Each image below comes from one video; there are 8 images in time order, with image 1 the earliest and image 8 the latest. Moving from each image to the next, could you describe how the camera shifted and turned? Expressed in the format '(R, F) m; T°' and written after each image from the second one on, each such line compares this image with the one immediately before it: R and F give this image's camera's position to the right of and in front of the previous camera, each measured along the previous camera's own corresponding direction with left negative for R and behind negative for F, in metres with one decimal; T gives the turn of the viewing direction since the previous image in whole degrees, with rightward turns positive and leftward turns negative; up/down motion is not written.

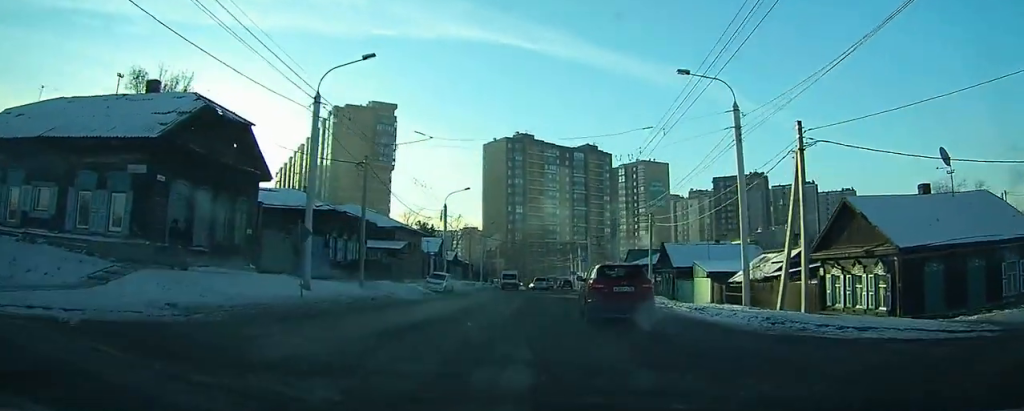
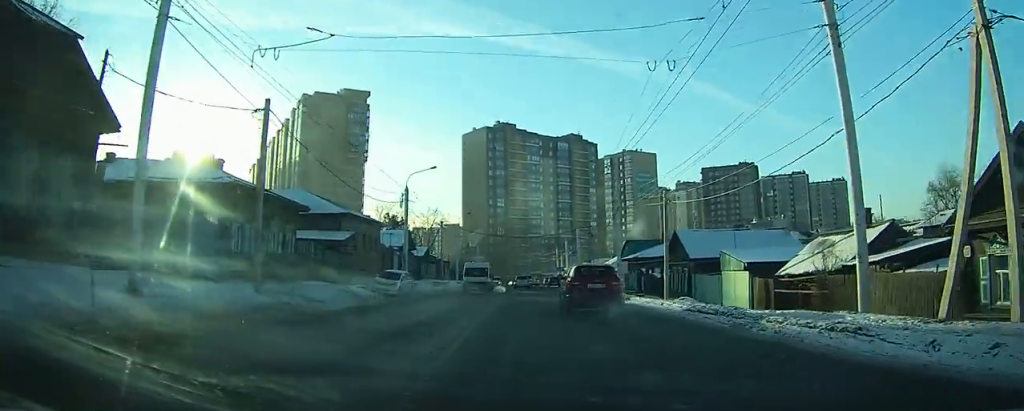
(+0.4, +12.2) m; 0°
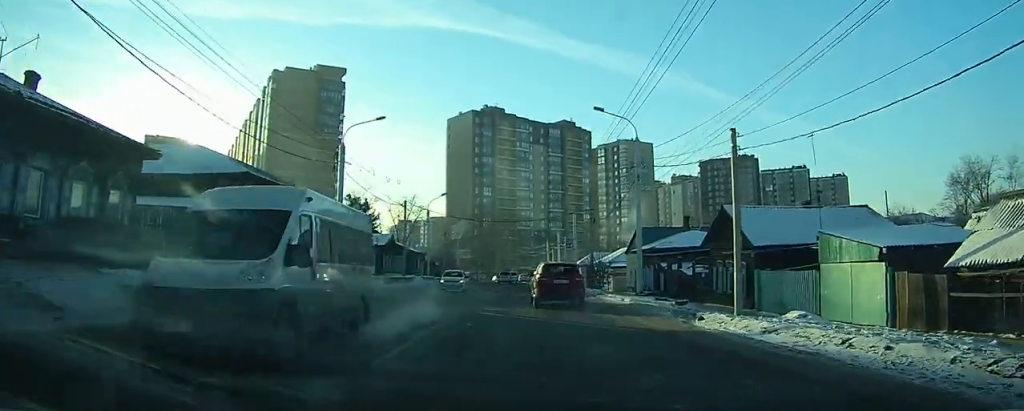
(-0.2, +14.2) m; -1°
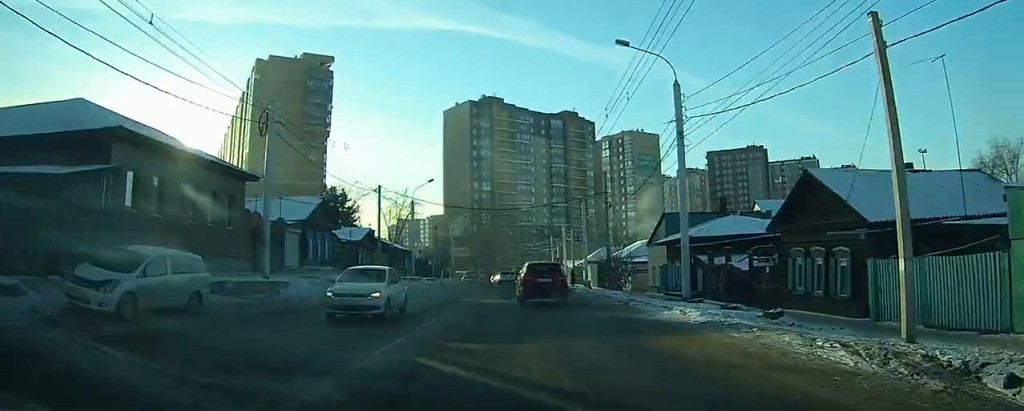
(0.0, +9.5) m; 0°
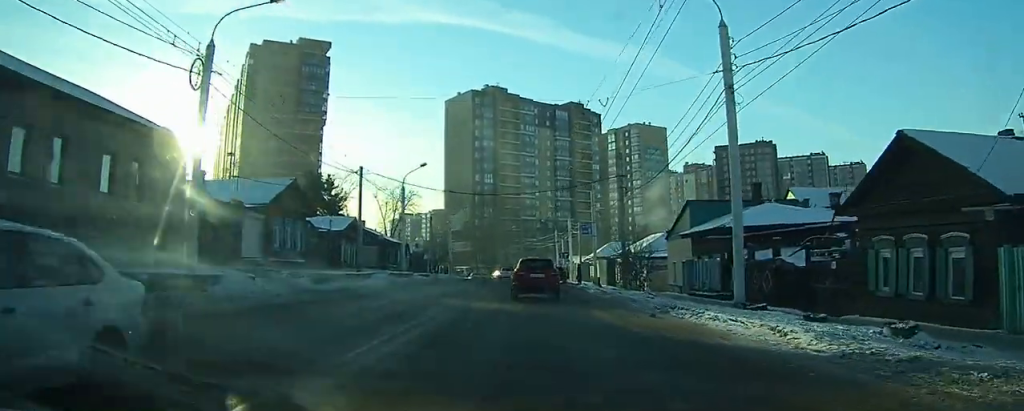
(+0.1, +5.8) m; 0°
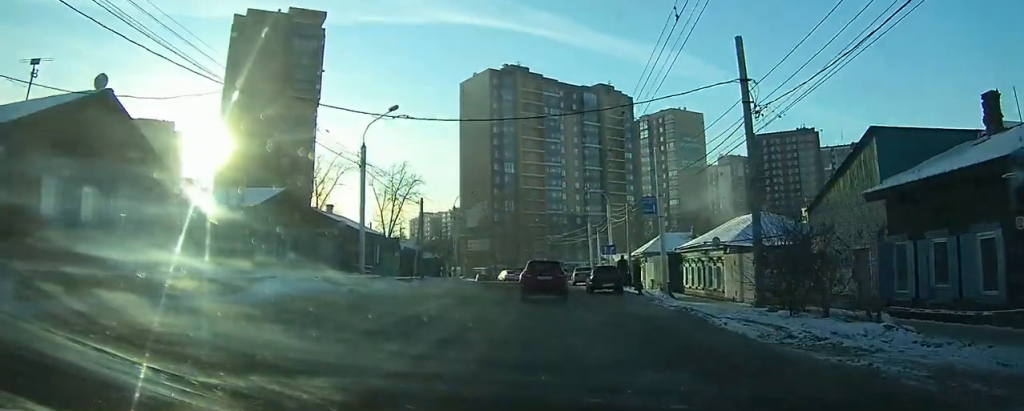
(-0.4, +18.8) m; -3°
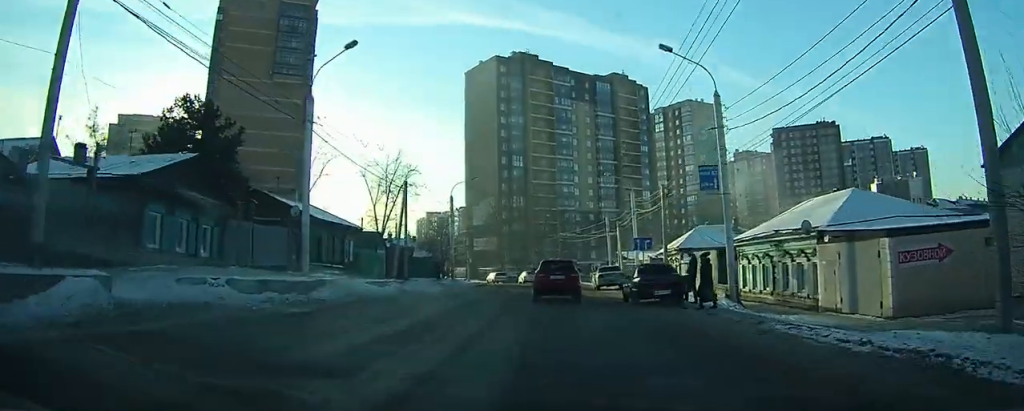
(-0.1, +10.0) m; -1°
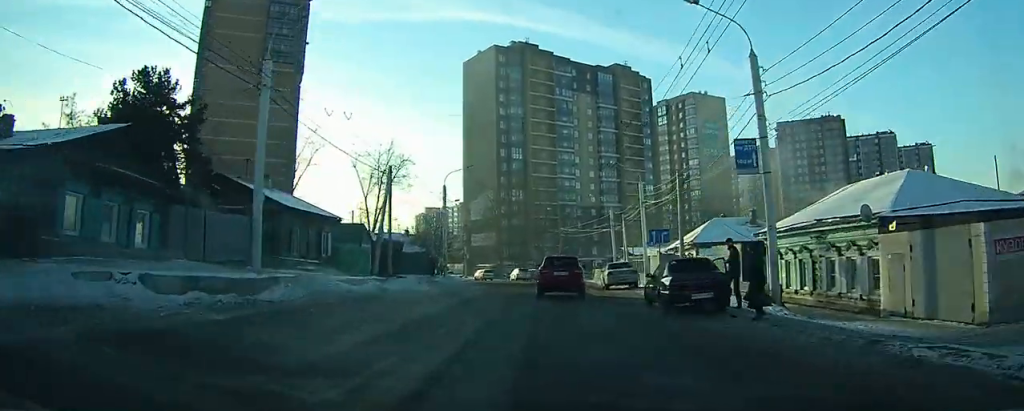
(0.0, +4.5) m; 0°
